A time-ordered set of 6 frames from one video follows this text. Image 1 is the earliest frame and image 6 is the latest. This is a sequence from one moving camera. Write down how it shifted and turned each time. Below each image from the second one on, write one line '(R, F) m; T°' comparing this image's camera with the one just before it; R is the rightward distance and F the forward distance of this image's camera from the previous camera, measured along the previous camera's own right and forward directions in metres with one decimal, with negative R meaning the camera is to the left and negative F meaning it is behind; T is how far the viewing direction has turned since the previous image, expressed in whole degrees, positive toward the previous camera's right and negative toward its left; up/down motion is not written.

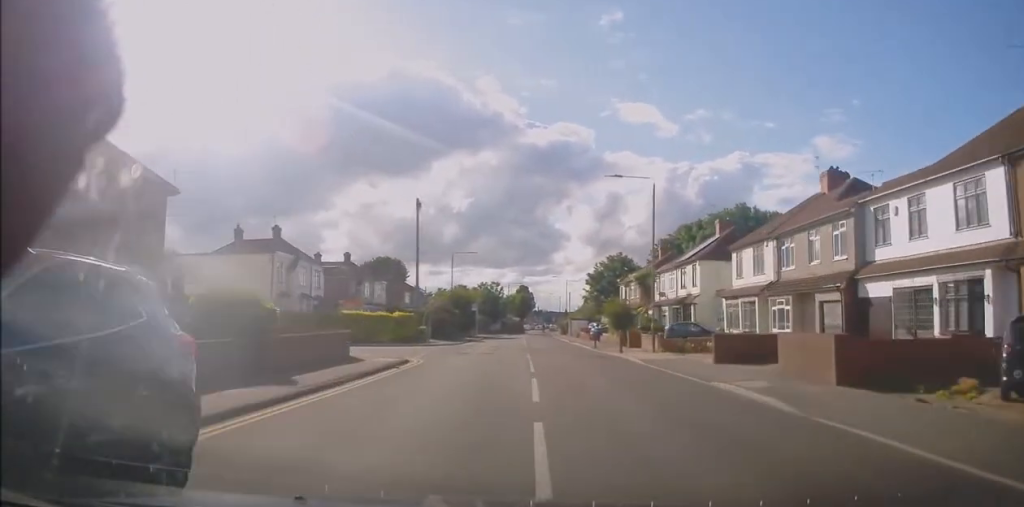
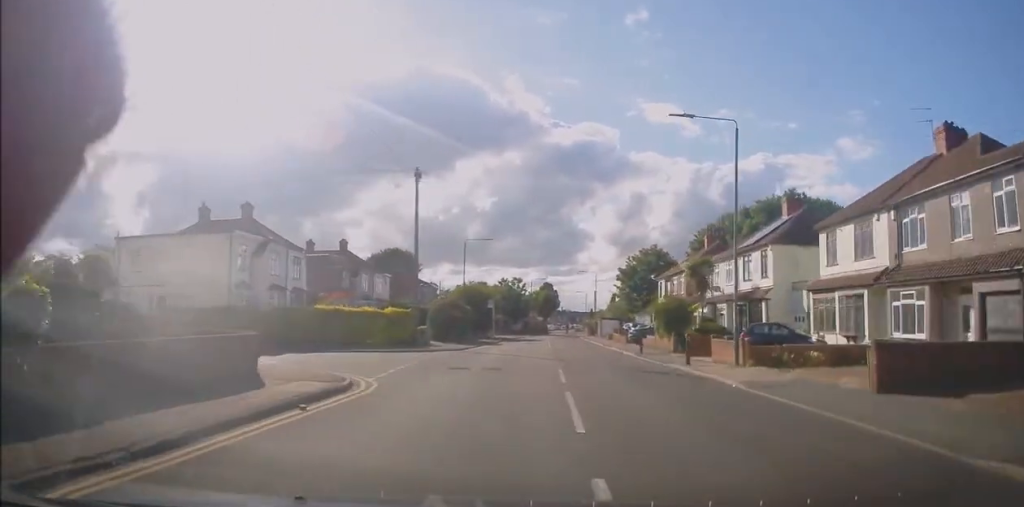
(-0.1, +8.7) m; -1°
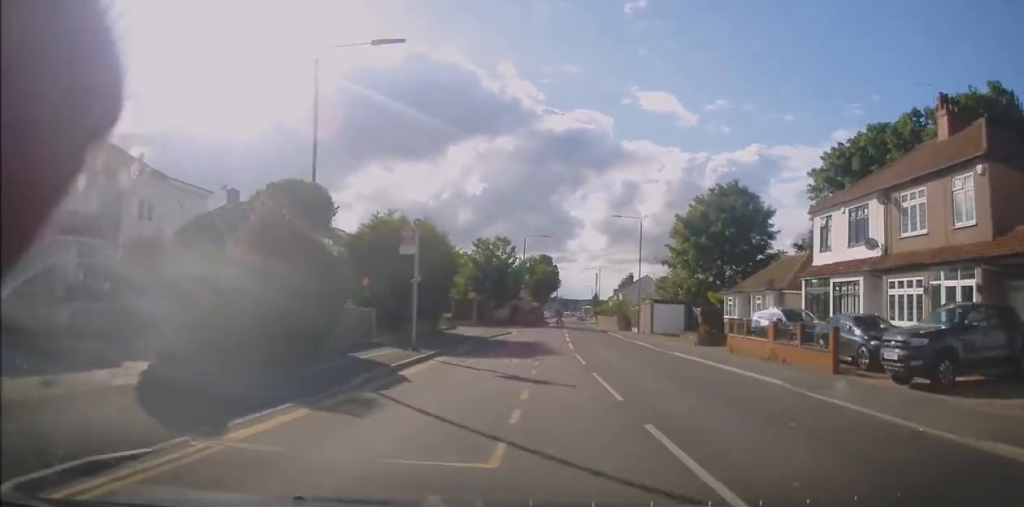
(-0.2, +34.6) m; -1°
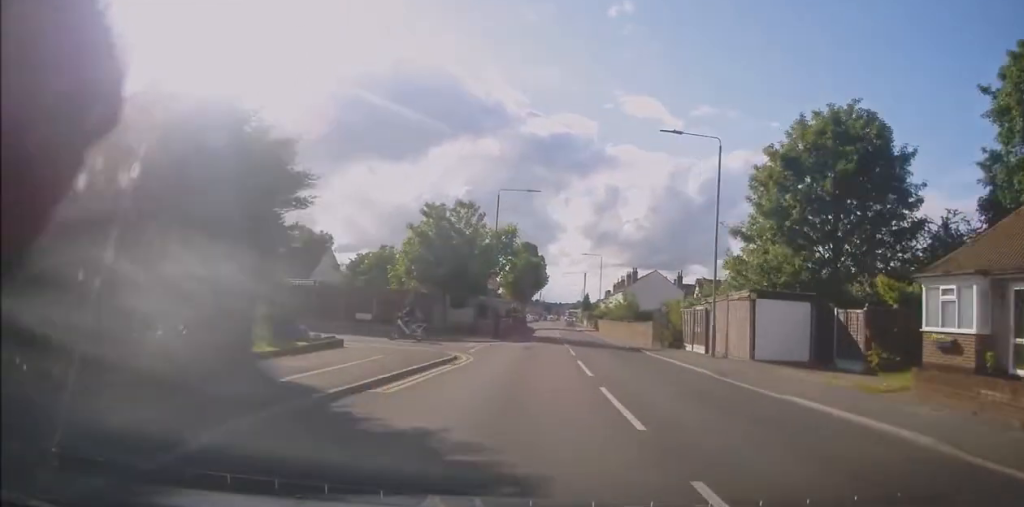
(+0.1, +21.8) m; +3°
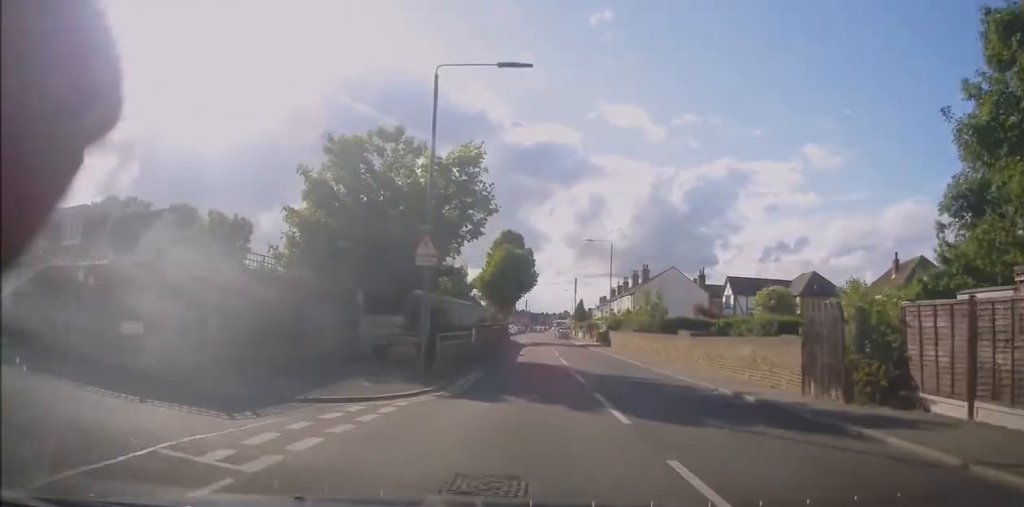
(+0.9, +18.9) m; +3°
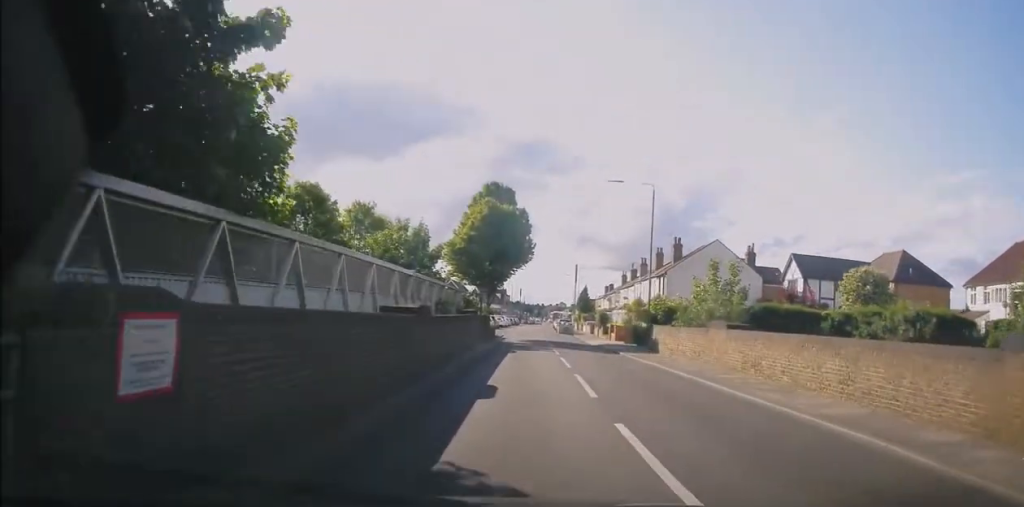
(-0.2, +18.3) m; -1°
